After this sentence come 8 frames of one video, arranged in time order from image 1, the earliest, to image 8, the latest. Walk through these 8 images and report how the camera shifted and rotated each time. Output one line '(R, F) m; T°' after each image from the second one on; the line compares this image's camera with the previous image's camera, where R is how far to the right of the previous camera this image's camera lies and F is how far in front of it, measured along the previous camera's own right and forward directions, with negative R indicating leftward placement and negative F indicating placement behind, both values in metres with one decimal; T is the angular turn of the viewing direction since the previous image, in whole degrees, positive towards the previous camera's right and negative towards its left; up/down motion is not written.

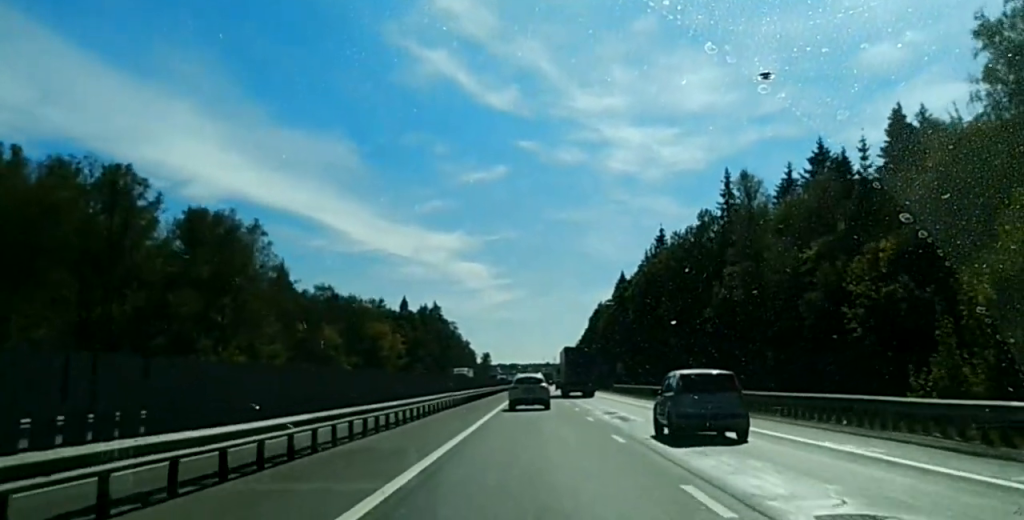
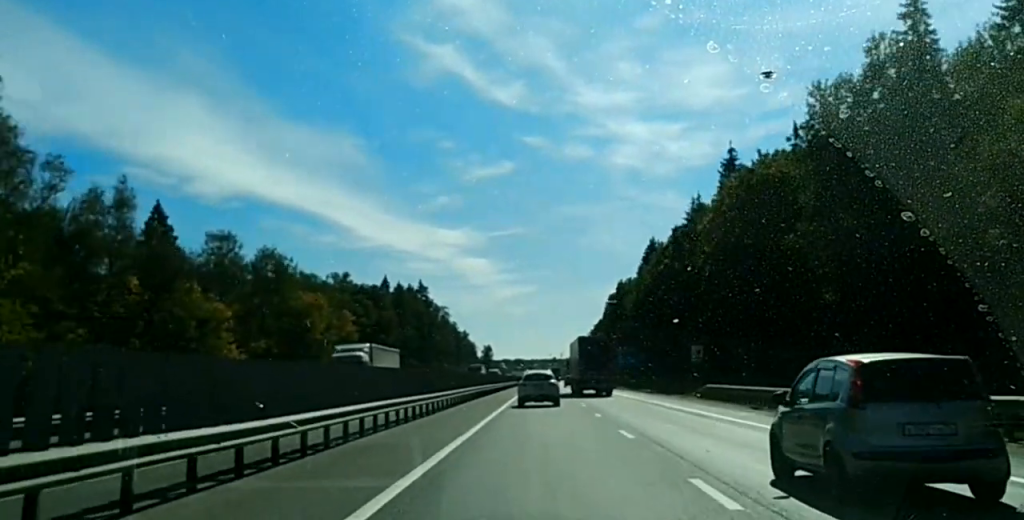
(-0.9, +56.2) m; -1°
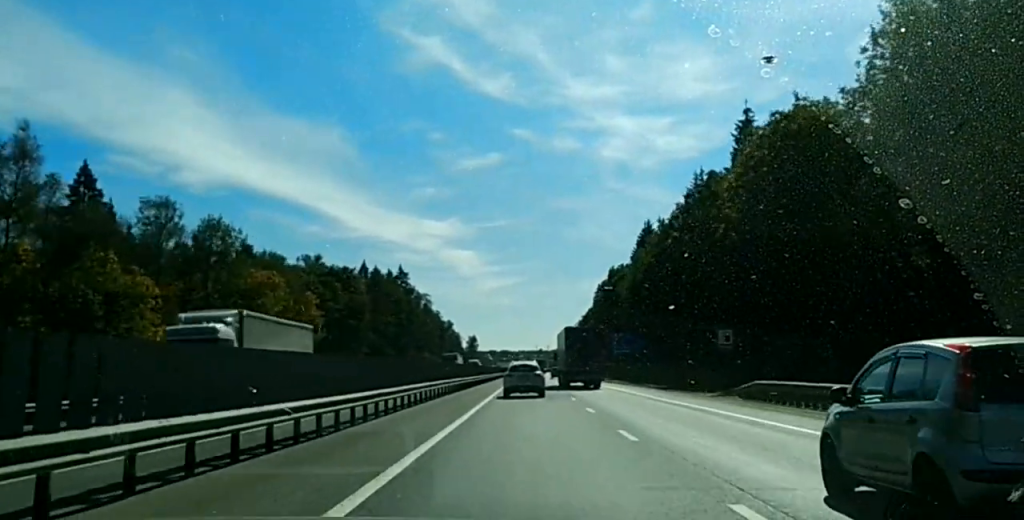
(+0.1, +15.4) m; 0°
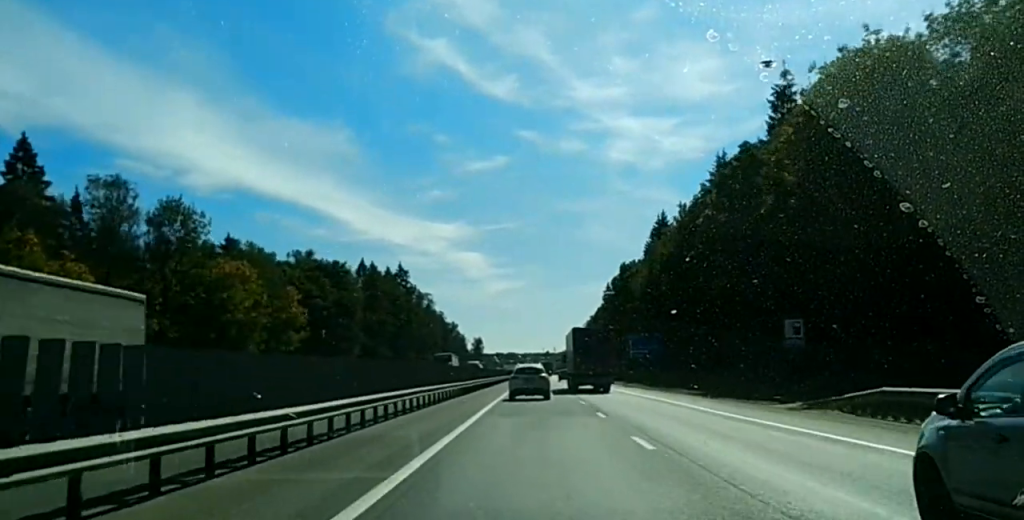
(0.0, +15.0) m; 0°
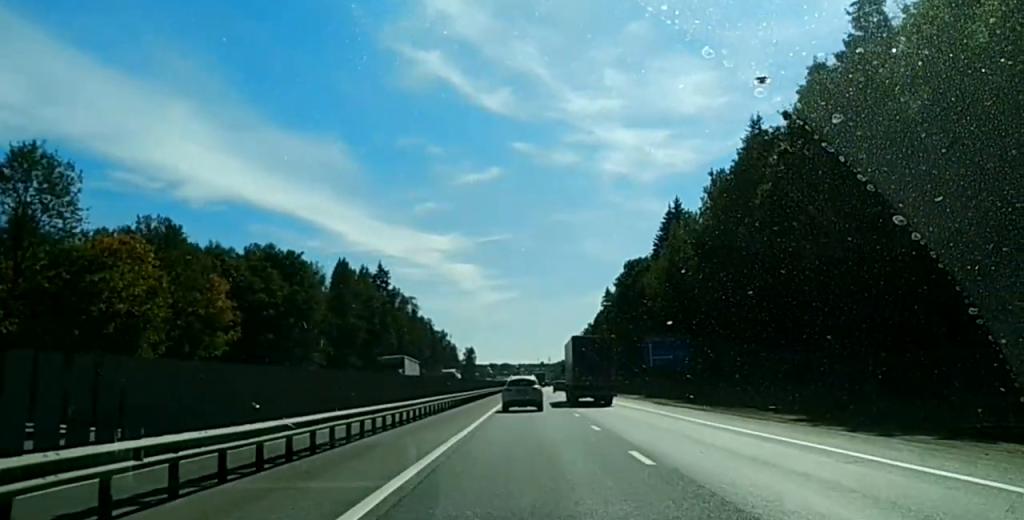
(+0.1, +27.6) m; 0°
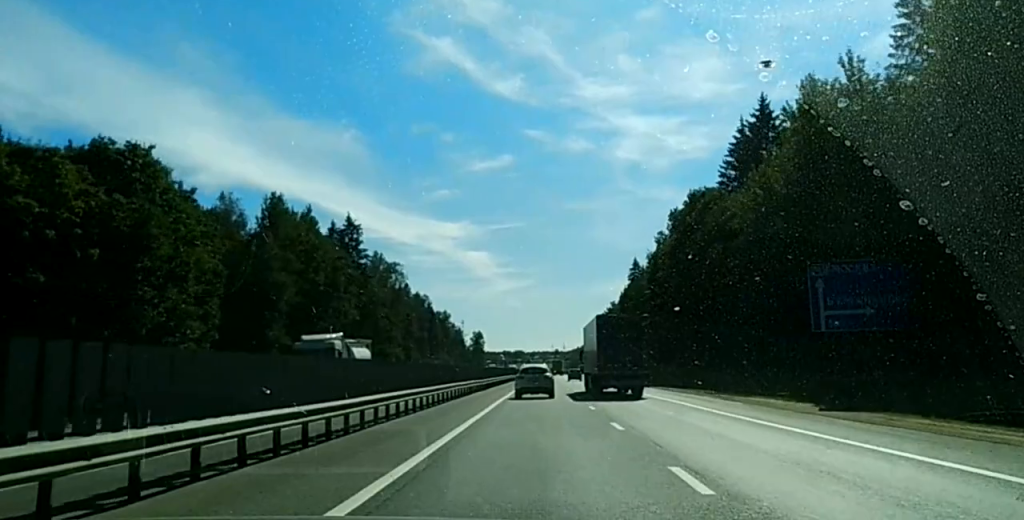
(-0.4, +65.3) m; -1°
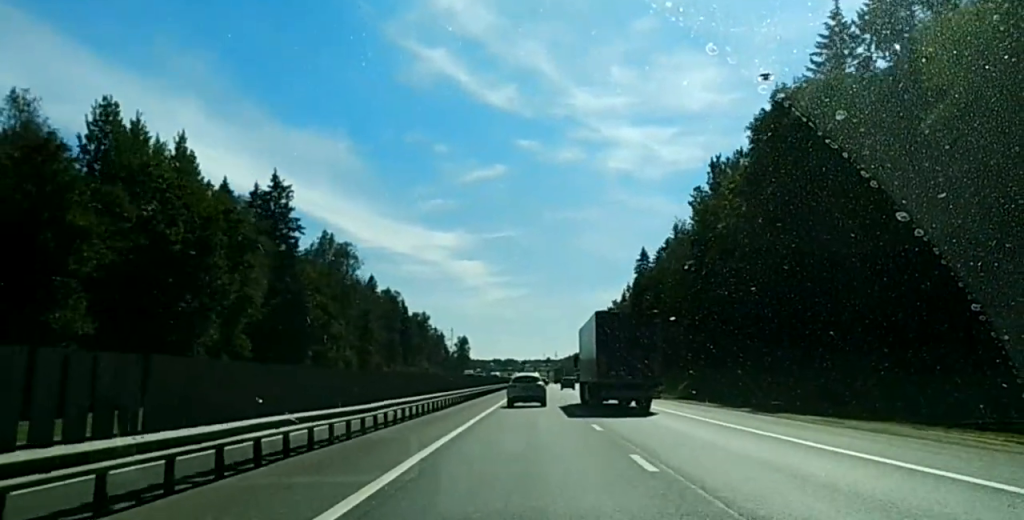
(-0.4, +50.1) m; -1°
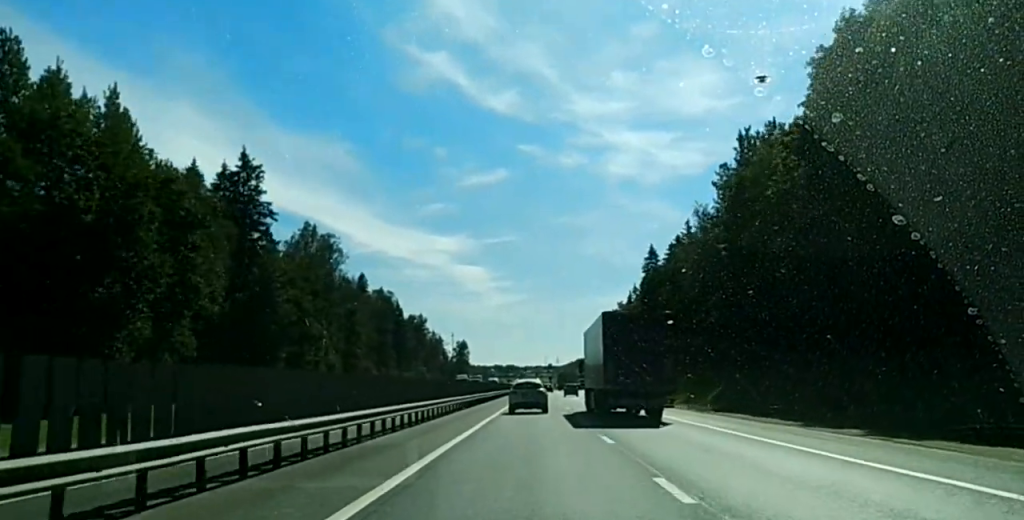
(0.0, +15.1) m; 0°
